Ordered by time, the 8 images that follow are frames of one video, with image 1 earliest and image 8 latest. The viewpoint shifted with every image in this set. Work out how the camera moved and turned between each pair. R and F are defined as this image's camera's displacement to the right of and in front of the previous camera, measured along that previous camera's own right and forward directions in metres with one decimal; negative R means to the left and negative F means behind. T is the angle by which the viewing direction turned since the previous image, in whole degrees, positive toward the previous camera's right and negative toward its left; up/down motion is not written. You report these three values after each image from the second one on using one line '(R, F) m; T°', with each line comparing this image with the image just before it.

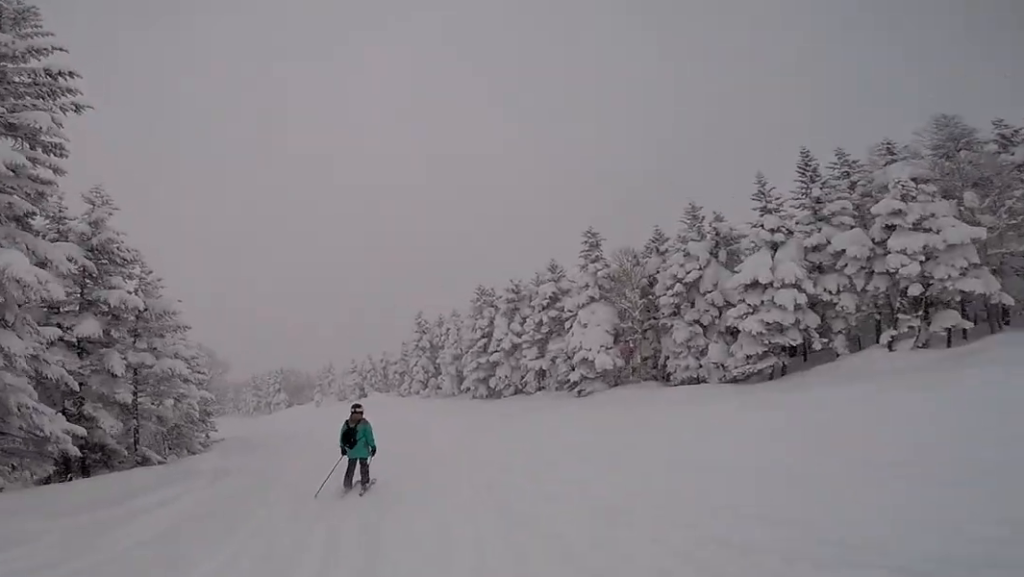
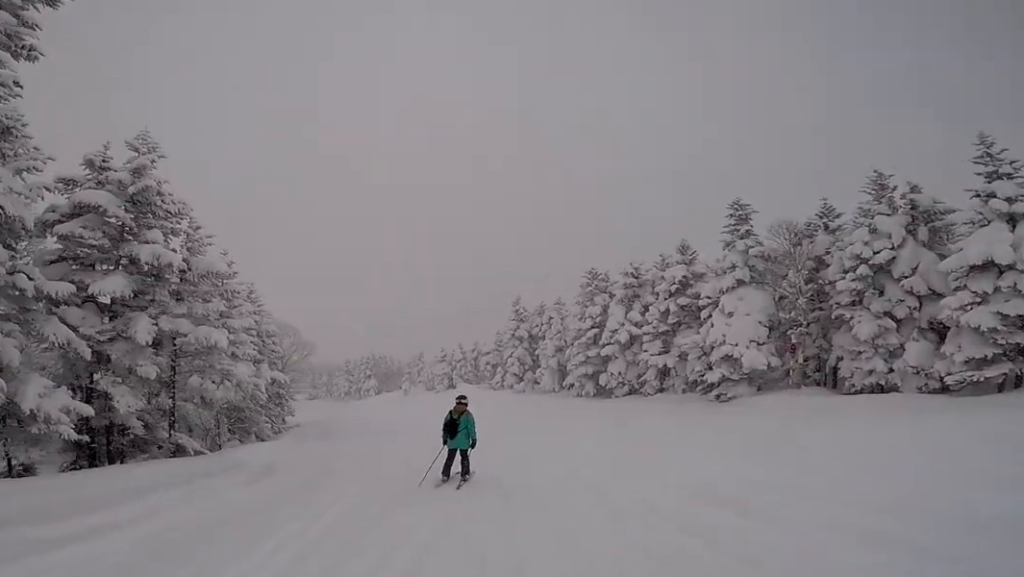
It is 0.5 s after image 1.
(0.0, +3.5) m; 0°
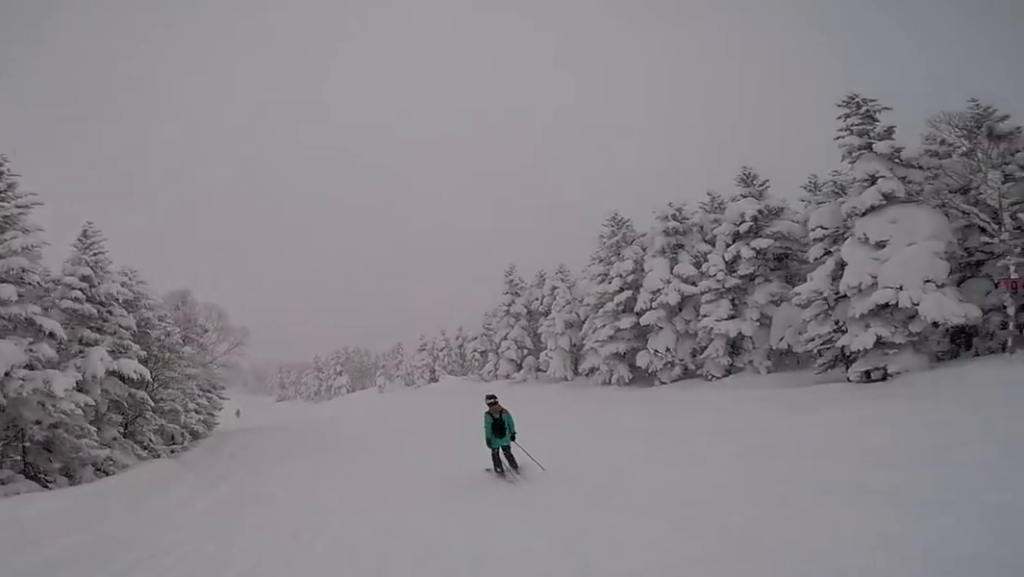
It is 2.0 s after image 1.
(0.0, +9.4) m; -4°
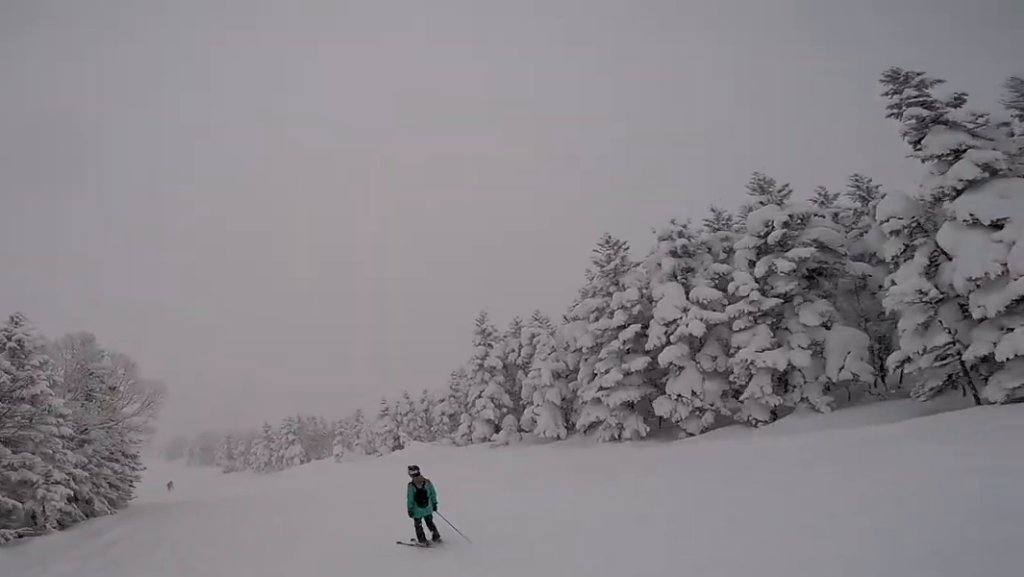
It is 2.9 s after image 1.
(-0.2, +5.2) m; -5°
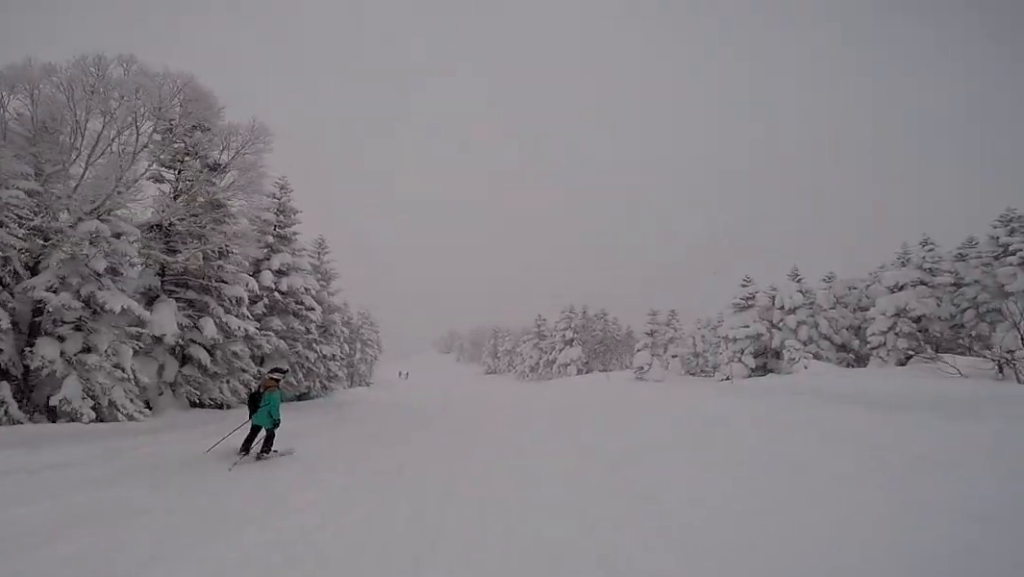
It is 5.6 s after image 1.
(-1.4, +16.1) m; -19°
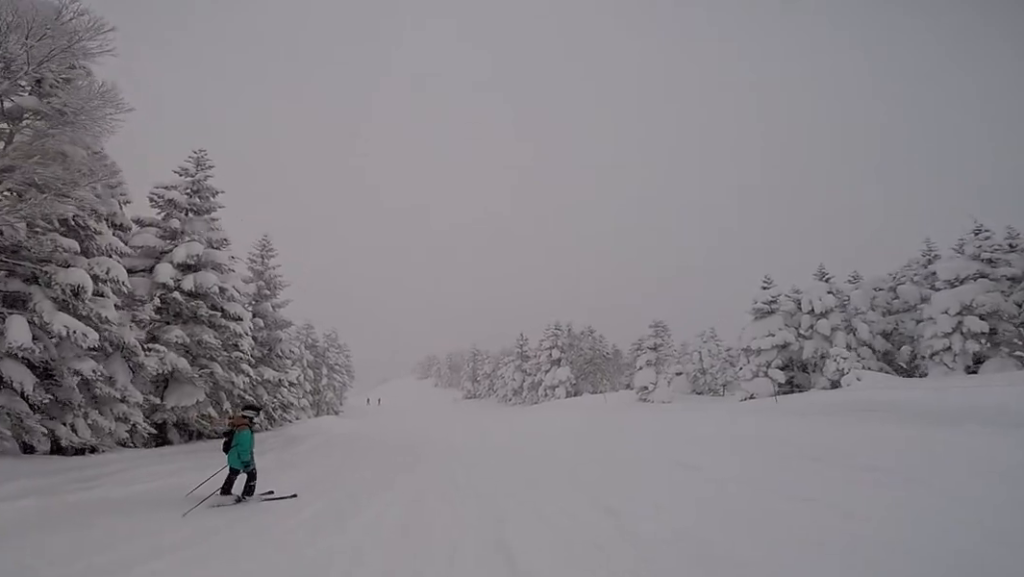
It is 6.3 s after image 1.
(-0.8, +4.5) m; +1°
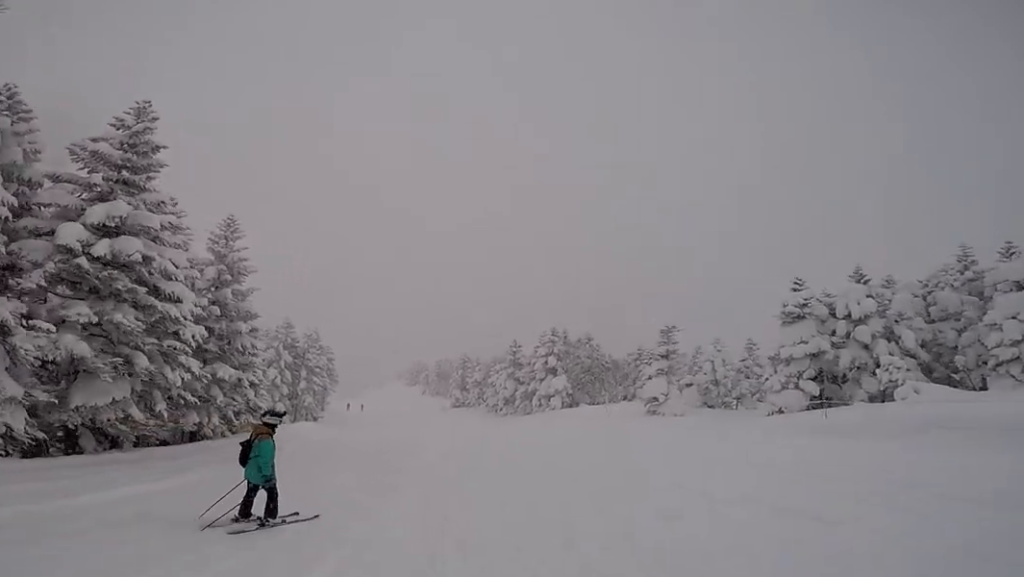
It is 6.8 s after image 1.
(+0.3, +3.0) m; 0°
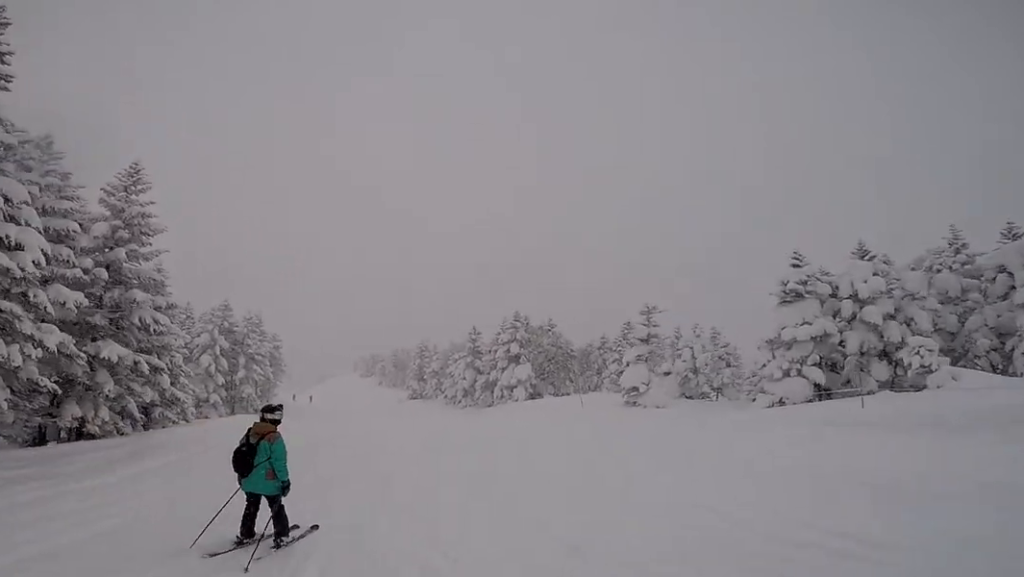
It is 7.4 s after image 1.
(+0.7, +3.5) m; 0°
